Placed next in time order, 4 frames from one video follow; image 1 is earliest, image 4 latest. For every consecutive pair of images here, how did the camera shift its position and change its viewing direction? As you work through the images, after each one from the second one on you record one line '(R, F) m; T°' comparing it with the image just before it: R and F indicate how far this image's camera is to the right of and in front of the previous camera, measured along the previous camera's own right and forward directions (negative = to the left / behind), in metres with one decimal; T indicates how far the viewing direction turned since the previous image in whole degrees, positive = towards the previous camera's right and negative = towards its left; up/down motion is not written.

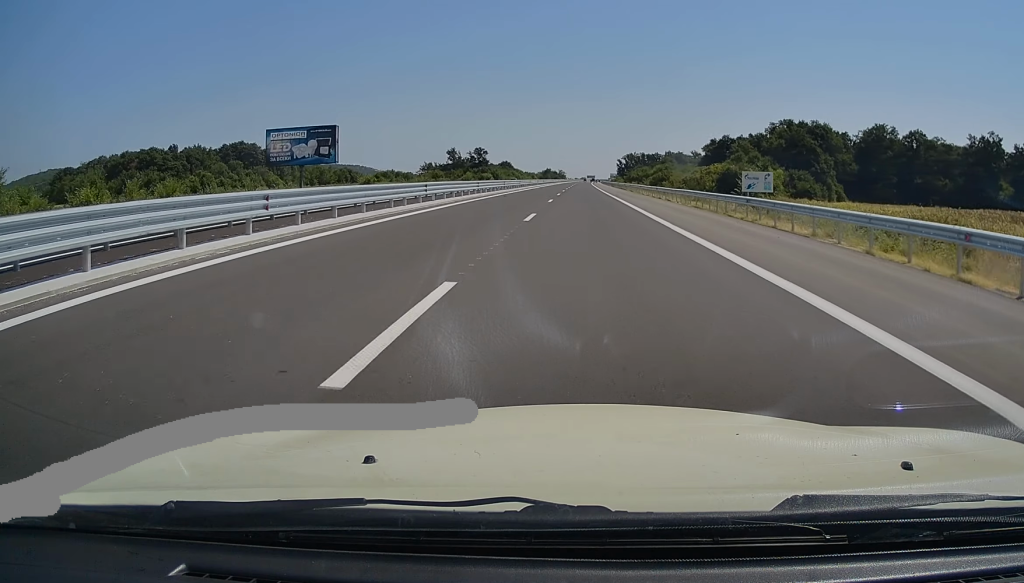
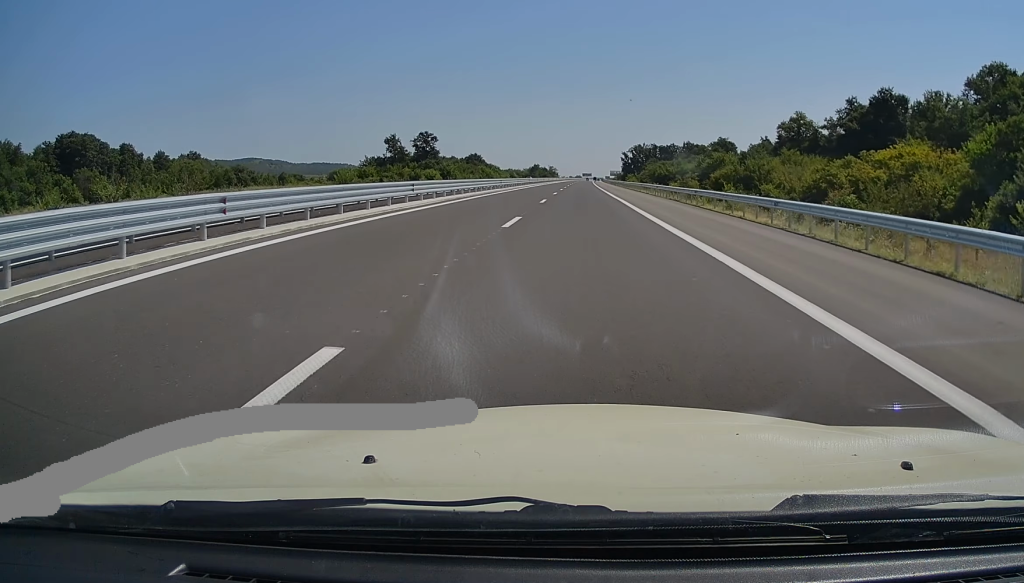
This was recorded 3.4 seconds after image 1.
(+0.9, +97.0) m; +1°
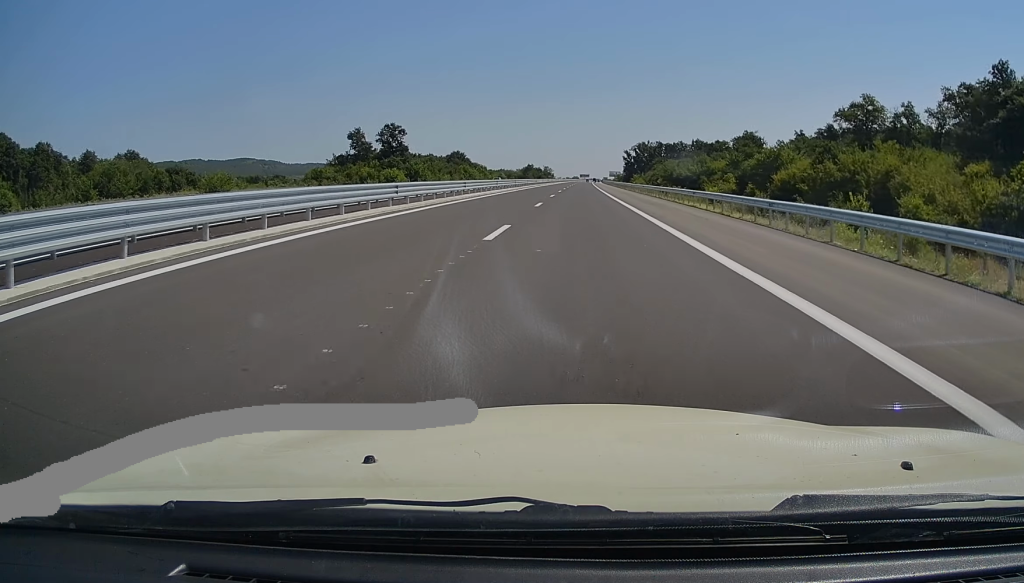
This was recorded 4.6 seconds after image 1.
(+0.1, +34.5) m; 0°
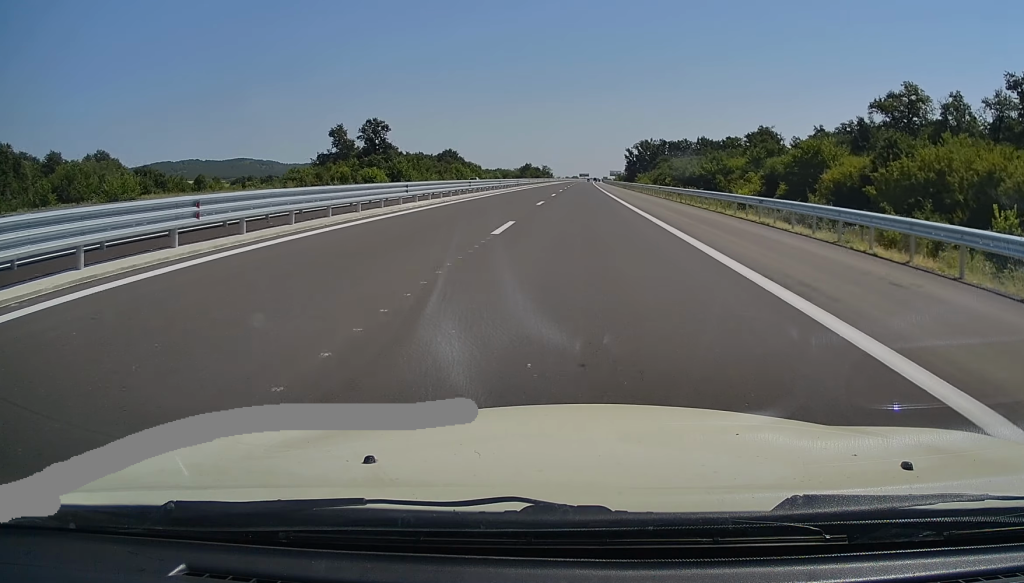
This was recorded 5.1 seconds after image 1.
(0.0, +14.4) m; 0°
